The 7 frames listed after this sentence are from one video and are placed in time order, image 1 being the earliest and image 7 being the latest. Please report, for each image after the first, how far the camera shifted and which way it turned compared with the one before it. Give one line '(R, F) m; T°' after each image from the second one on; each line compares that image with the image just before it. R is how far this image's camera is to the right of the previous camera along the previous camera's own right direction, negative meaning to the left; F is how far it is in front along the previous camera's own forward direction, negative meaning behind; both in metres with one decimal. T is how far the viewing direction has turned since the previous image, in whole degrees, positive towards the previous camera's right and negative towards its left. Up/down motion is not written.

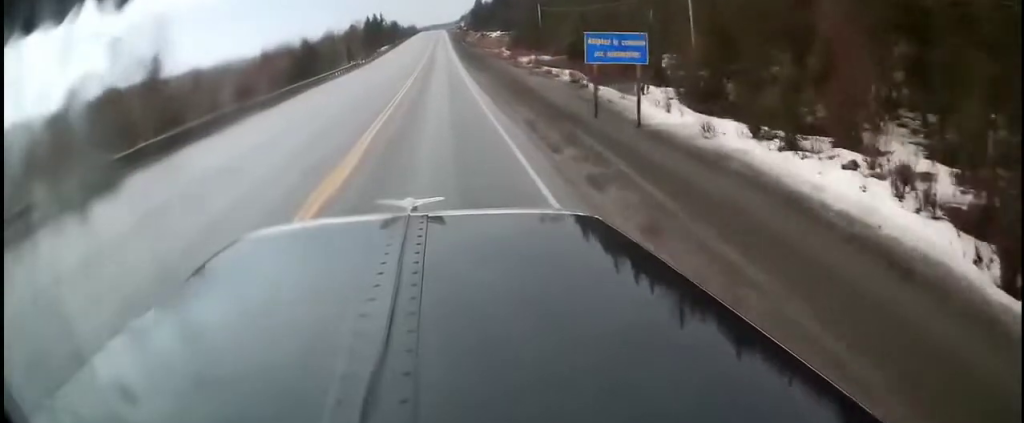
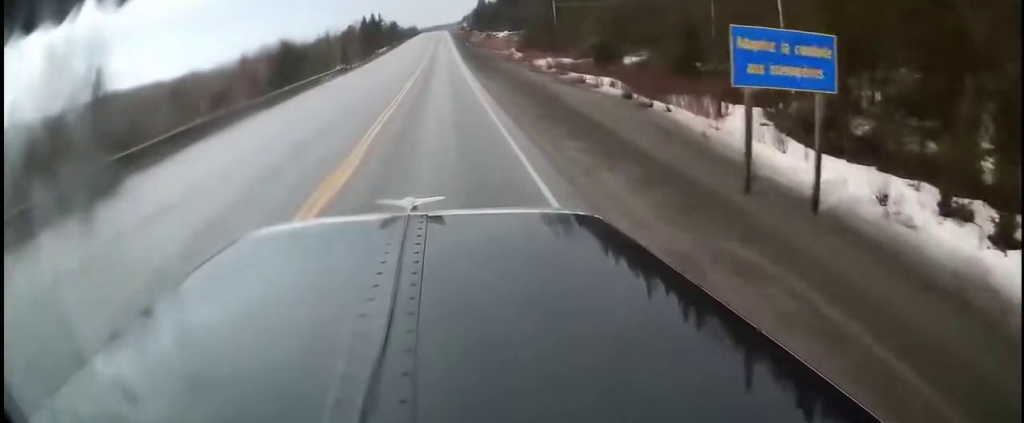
(+0.2, +12.0) m; 0°
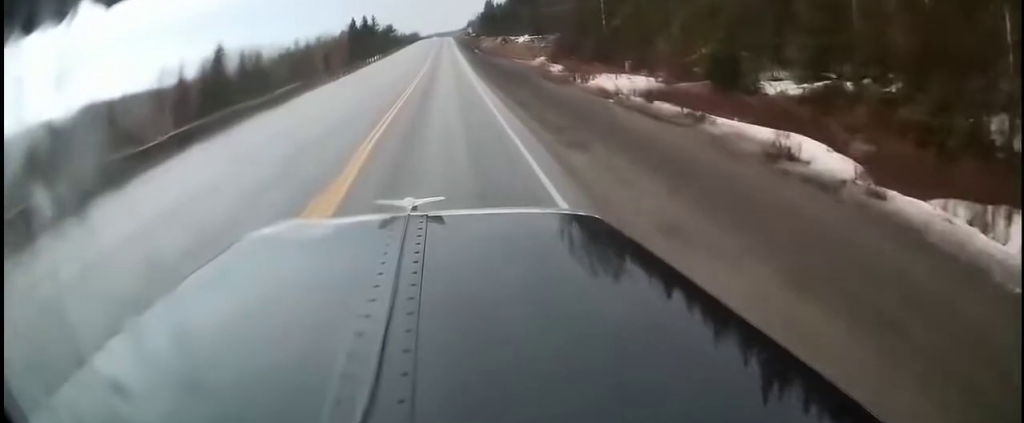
(-0.4, +26.0) m; 0°
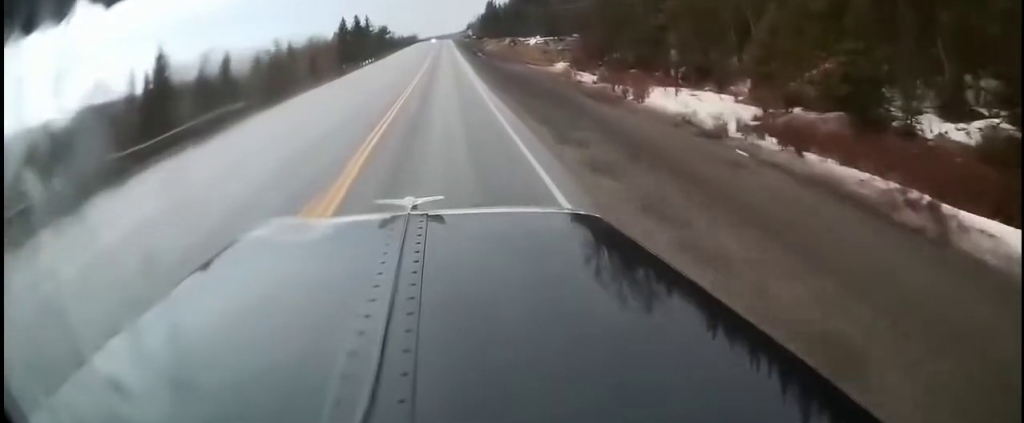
(0.0, +13.1) m; 0°
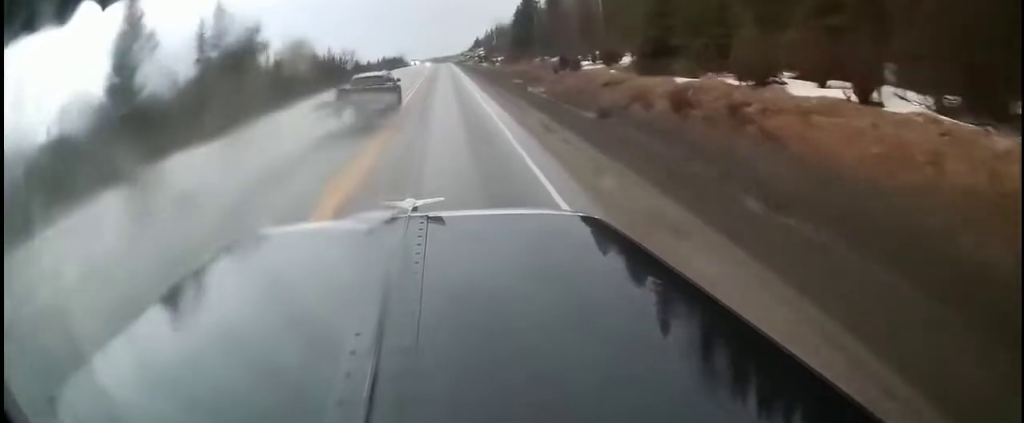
(+1.1, +110.9) m; +1°
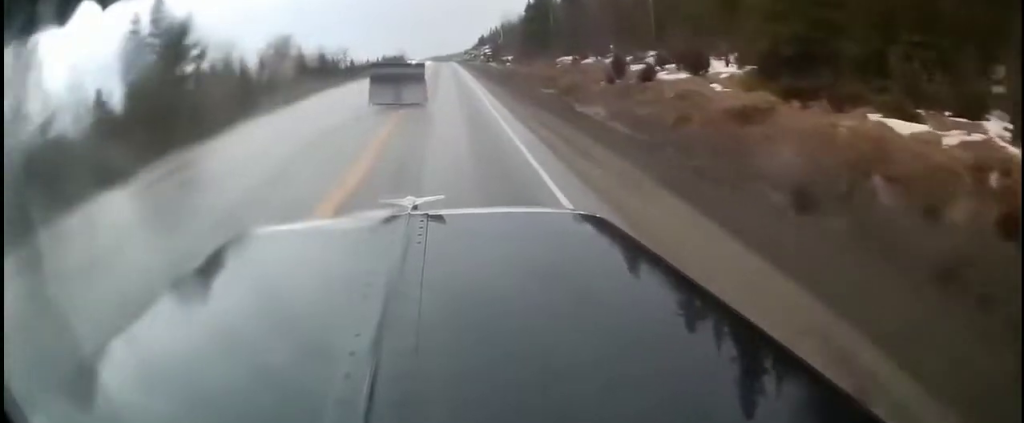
(0.0, +15.0) m; 0°
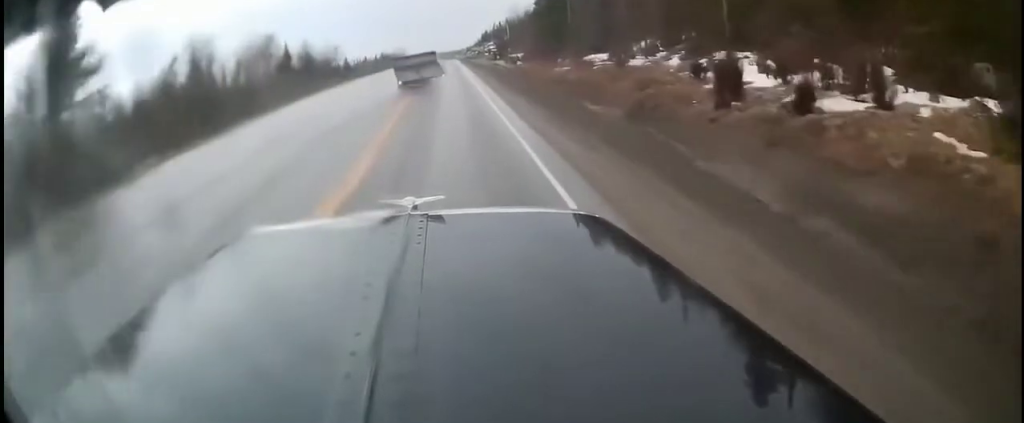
(0.0, +13.8) m; 0°
